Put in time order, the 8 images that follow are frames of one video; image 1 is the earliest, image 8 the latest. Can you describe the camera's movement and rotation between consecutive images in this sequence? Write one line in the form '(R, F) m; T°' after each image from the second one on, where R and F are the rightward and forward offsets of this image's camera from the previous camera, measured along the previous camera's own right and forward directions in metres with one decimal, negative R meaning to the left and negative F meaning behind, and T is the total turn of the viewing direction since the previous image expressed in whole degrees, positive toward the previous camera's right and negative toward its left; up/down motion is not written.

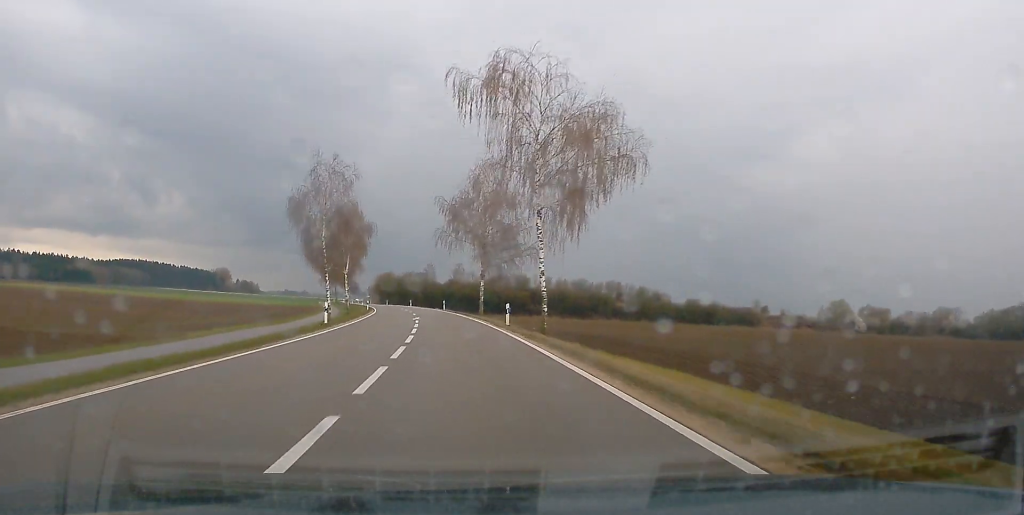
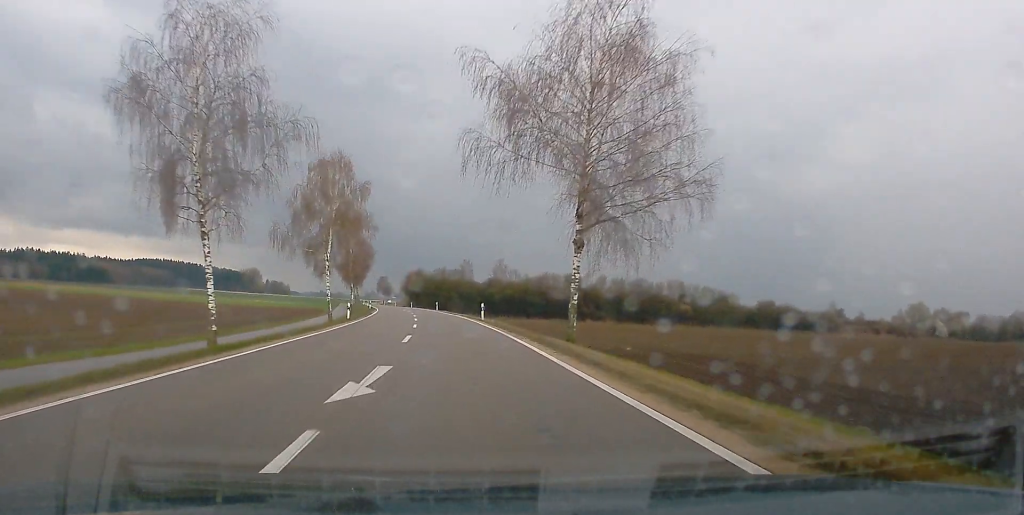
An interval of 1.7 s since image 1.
(-0.9, +36.9) m; -3°
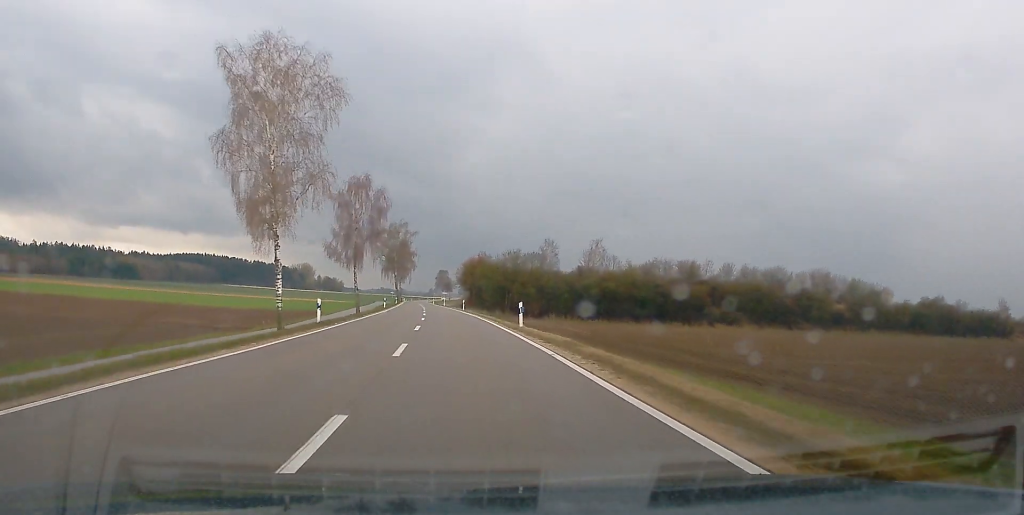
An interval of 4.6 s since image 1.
(-2.6, +66.5) m; -4°
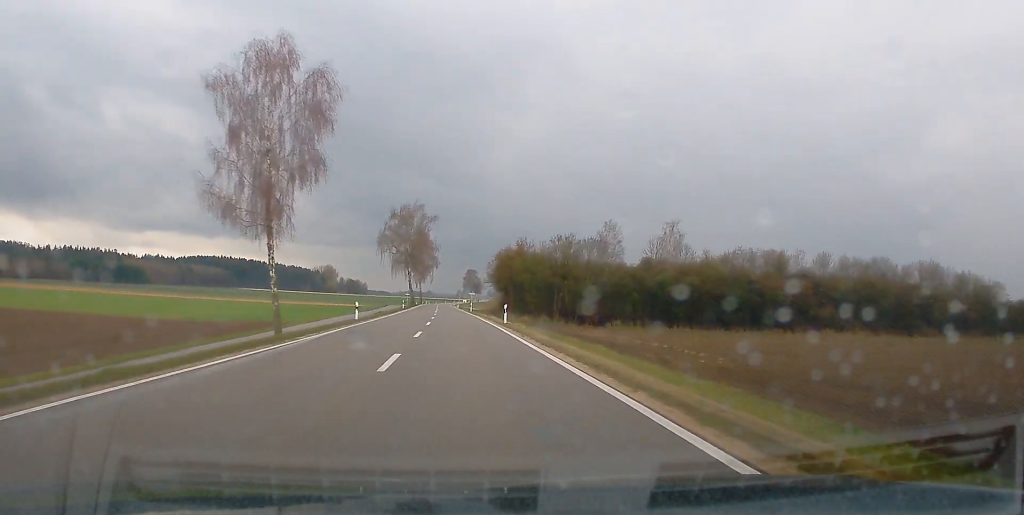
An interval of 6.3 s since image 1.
(-0.6, +39.5) m; -1°
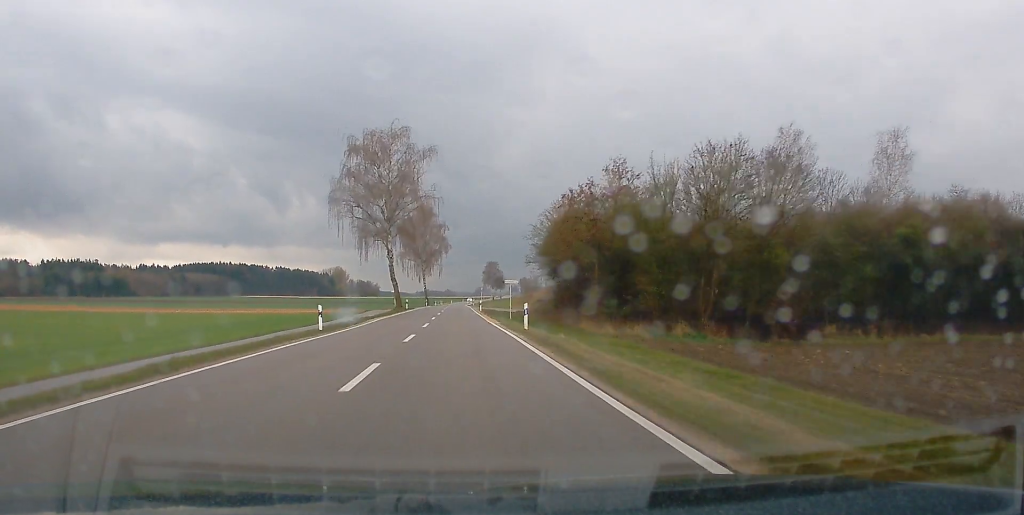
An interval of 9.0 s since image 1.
(-0.9, +63.1) m; -2°
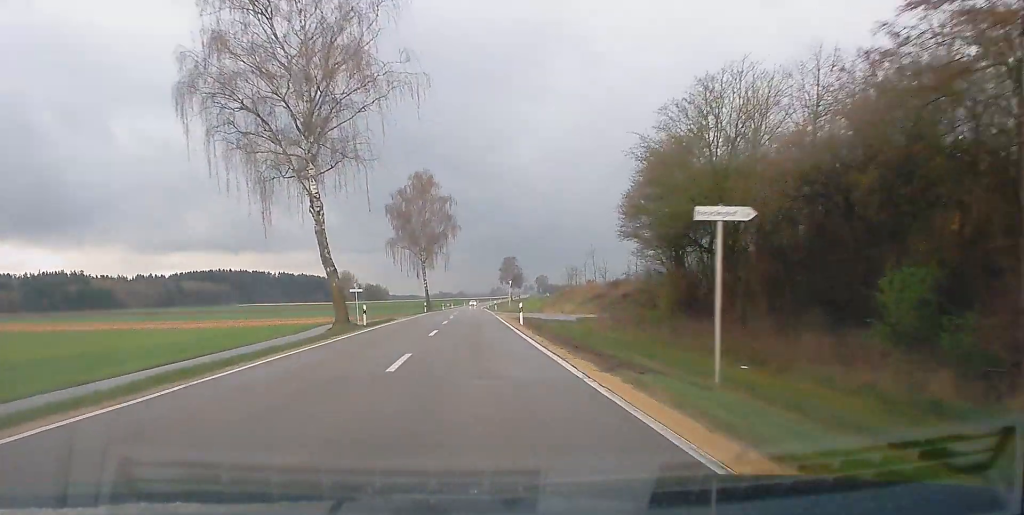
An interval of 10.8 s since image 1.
(-0.4, +42.9) m; -1°
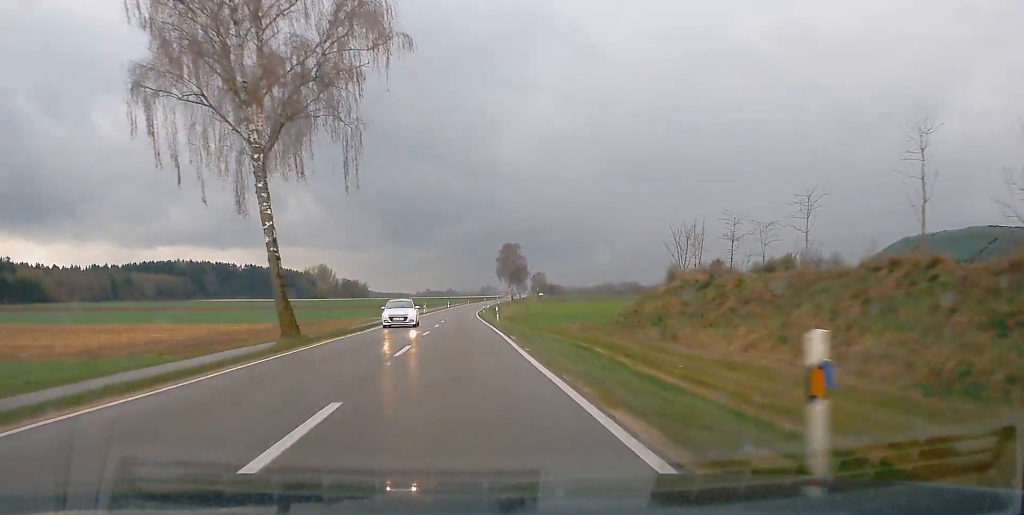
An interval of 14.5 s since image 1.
(+0.2, +81.7) m; 0°
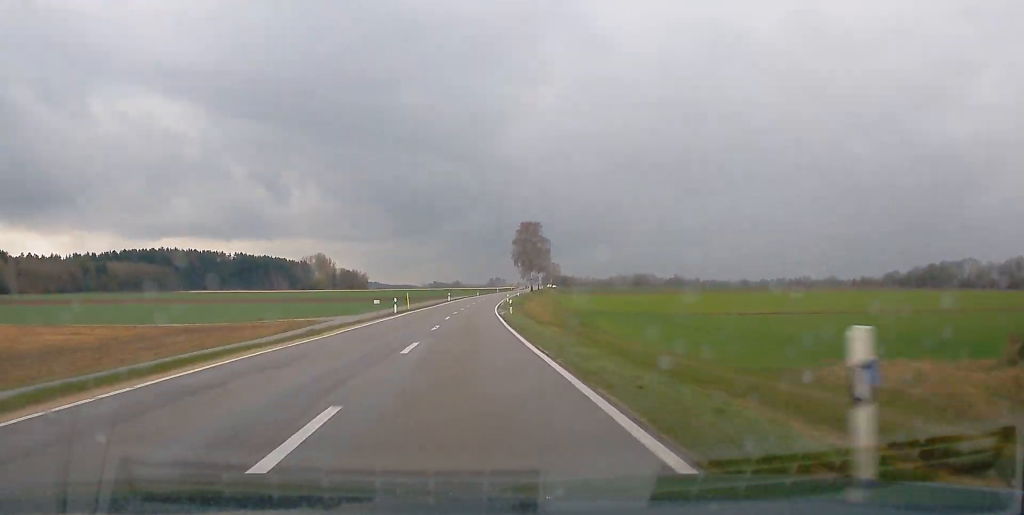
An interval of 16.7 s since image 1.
(0.0, +49.2) m; 0°
